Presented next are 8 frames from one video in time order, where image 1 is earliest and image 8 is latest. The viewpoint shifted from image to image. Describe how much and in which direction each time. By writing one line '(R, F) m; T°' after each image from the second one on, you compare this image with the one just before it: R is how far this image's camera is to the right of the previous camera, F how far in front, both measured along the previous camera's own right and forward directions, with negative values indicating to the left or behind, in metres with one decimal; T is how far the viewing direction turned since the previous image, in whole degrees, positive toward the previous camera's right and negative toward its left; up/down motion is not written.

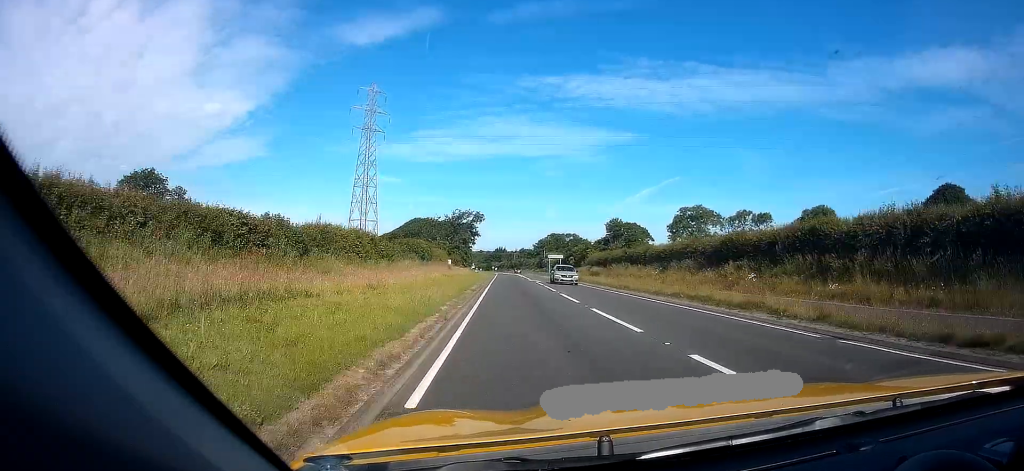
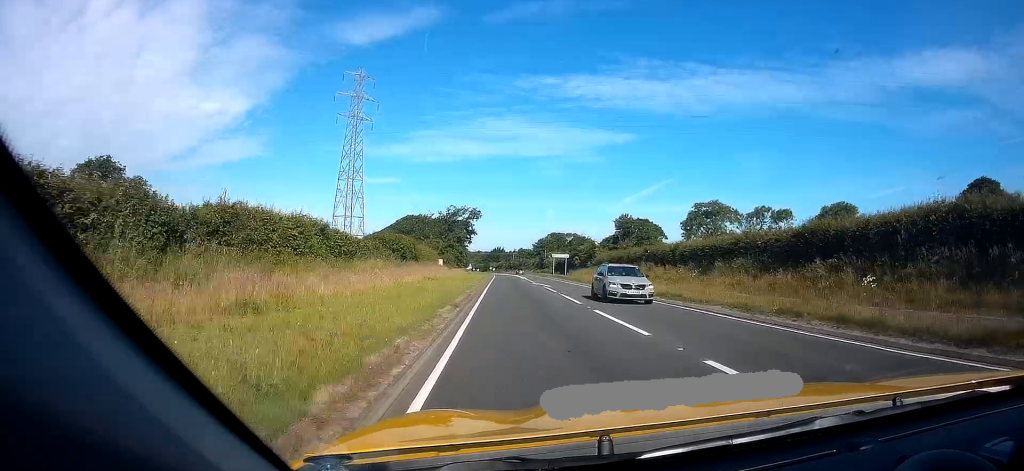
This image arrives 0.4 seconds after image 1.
(-0.1, +9.6) m; 0°
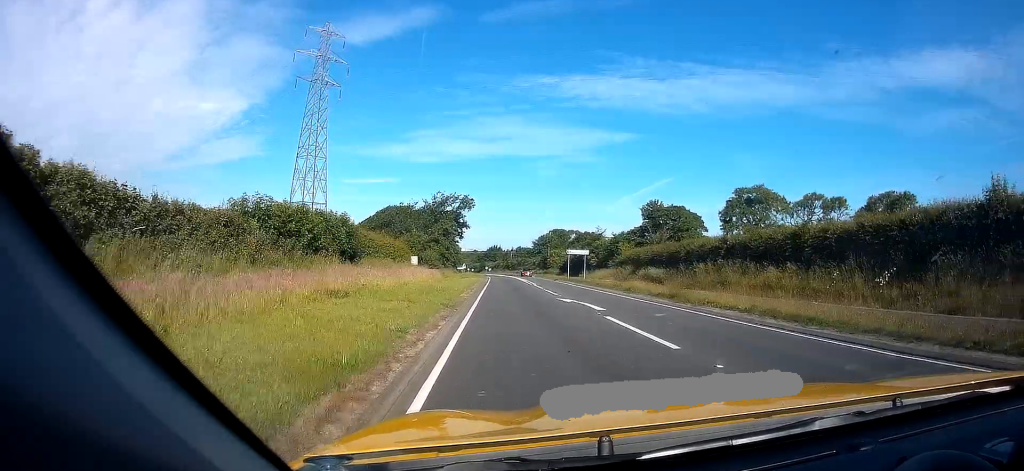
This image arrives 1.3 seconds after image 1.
(-0.2, +20.0) m; -1°
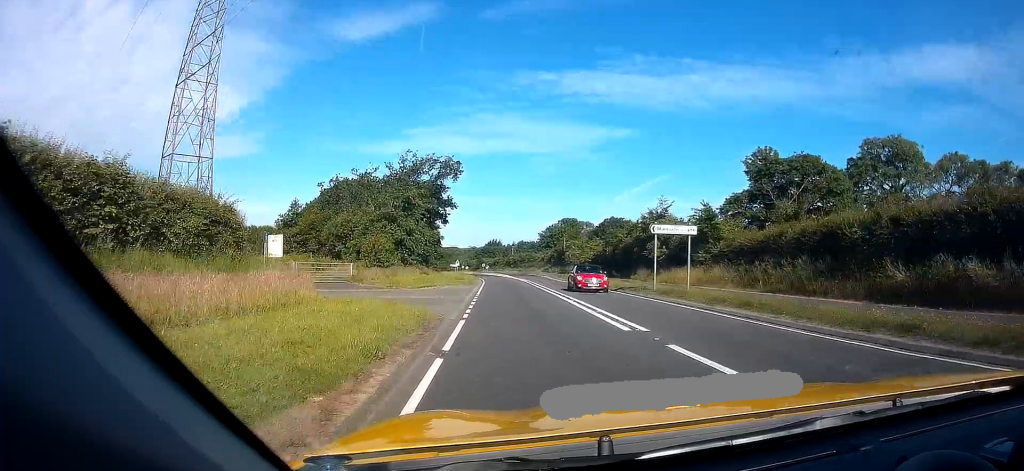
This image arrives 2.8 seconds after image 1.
(0.0, +33.1) m; 0°
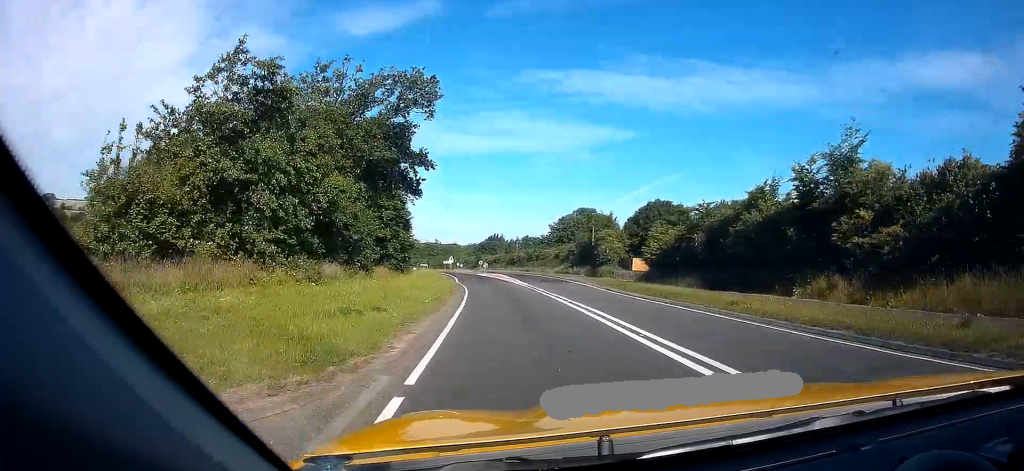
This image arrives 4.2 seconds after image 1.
(+0.1, +29.1) m; 0°
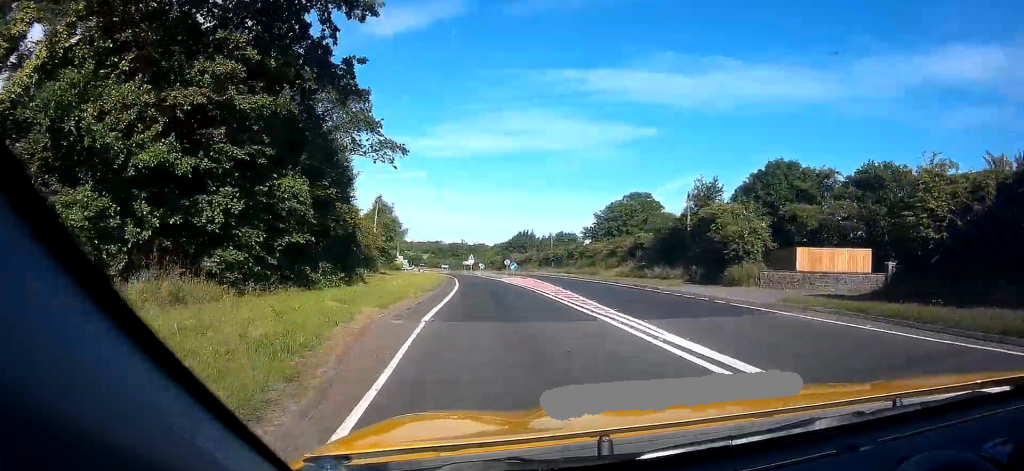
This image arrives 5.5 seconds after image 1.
(-0.4, +29.1) m; -2°
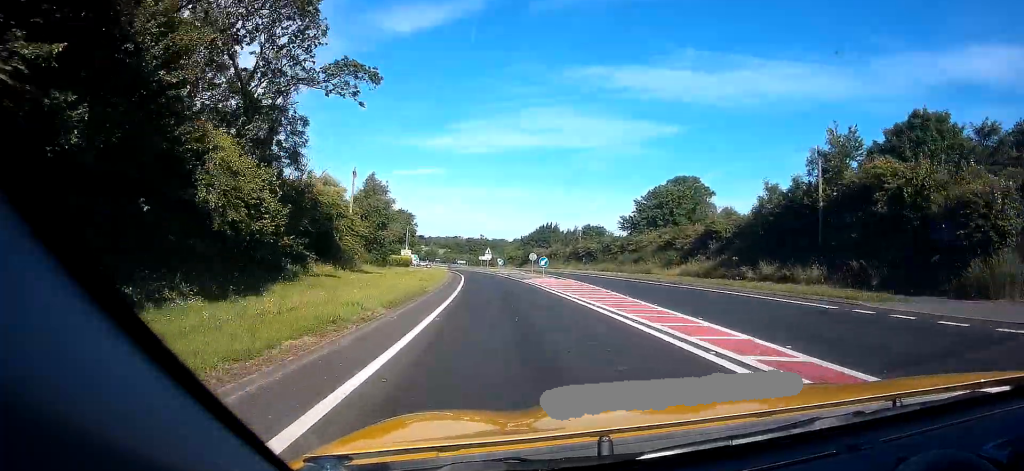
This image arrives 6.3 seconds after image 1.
(-0.3, +17.5) m; -2°
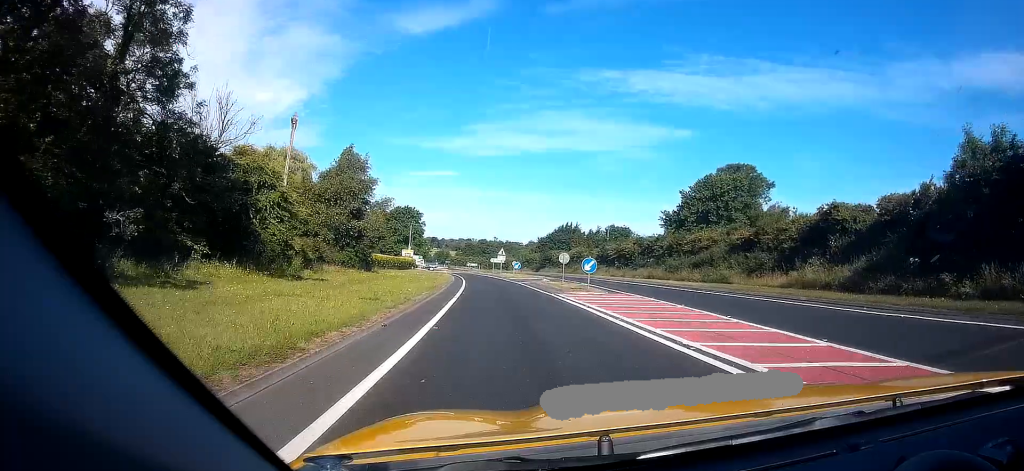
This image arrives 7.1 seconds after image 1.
(-0.4, +16.8) m; -1°
